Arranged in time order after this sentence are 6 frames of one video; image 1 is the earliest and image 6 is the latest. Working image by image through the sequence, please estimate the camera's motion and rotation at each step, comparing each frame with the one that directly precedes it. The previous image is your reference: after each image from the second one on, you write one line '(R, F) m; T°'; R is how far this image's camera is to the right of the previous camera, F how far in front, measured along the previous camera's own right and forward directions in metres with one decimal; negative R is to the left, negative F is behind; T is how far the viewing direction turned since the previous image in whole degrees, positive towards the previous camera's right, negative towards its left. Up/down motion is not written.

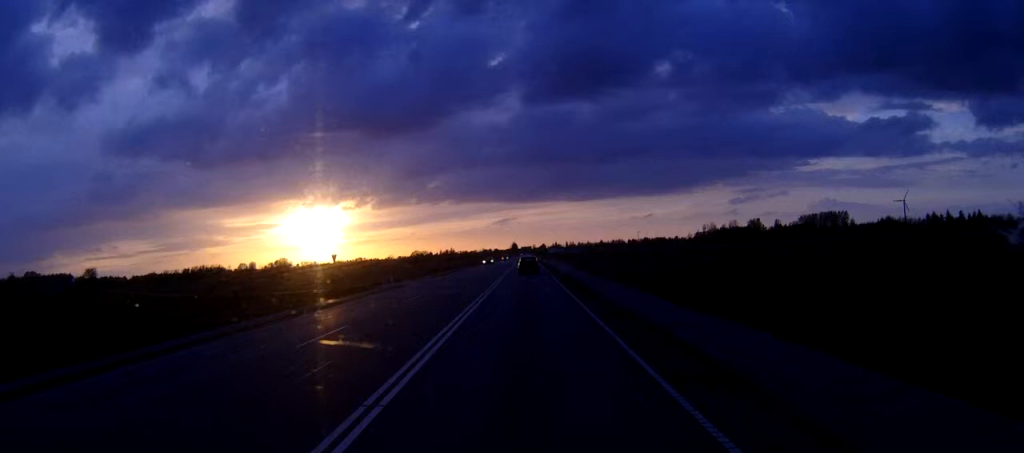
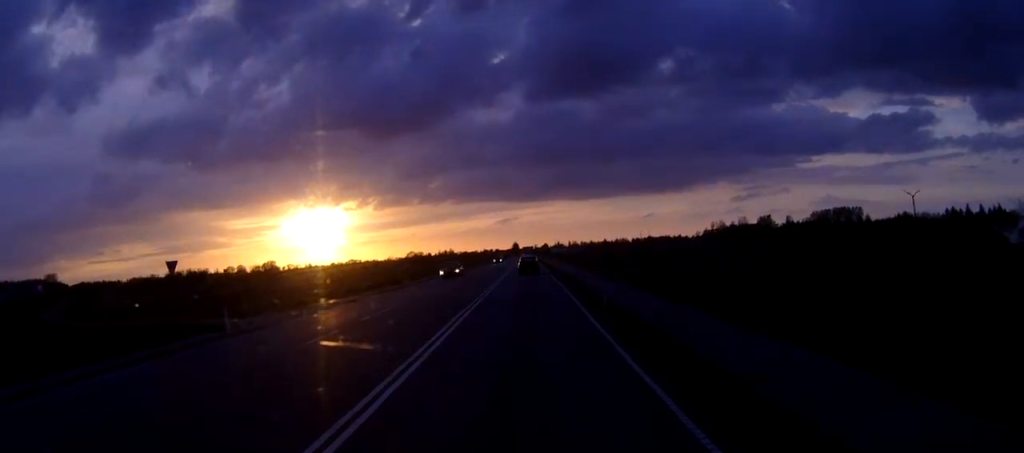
(-0.2, +29.0) m; 0°
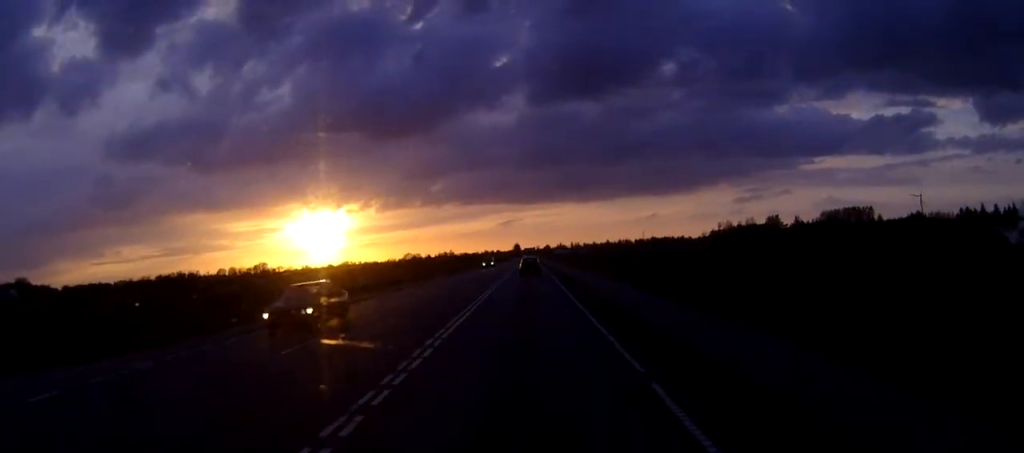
(0.0, +19.8) m; 0°
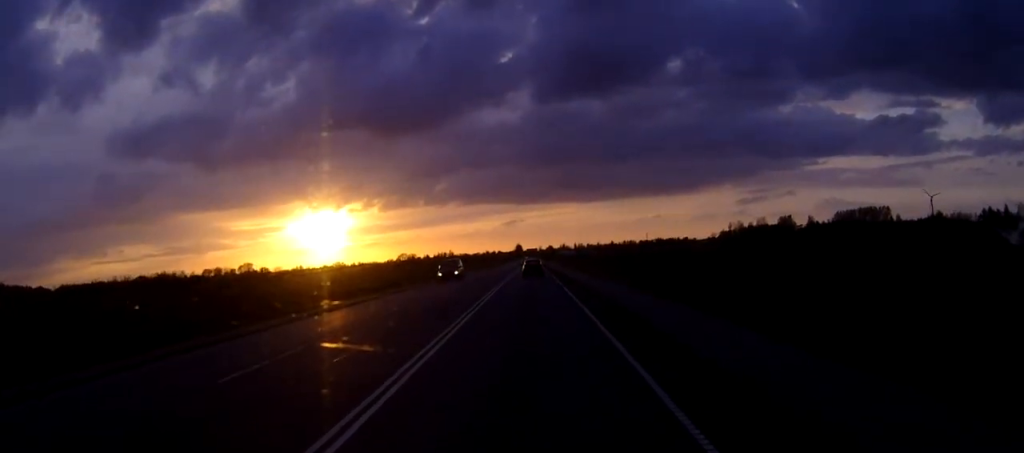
(0.0, +29.6) m; 0°
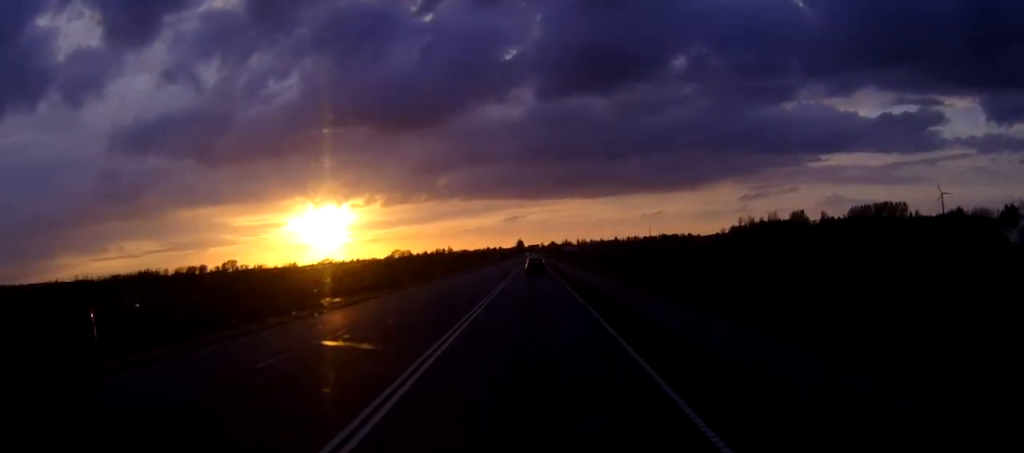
(0.0, +28.0) m; 0°
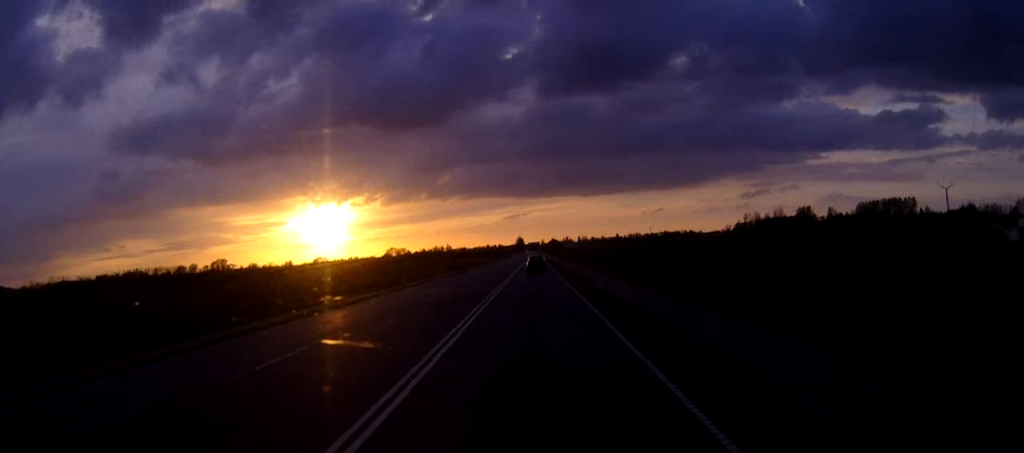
(0.0, +16.1) m; 0°
